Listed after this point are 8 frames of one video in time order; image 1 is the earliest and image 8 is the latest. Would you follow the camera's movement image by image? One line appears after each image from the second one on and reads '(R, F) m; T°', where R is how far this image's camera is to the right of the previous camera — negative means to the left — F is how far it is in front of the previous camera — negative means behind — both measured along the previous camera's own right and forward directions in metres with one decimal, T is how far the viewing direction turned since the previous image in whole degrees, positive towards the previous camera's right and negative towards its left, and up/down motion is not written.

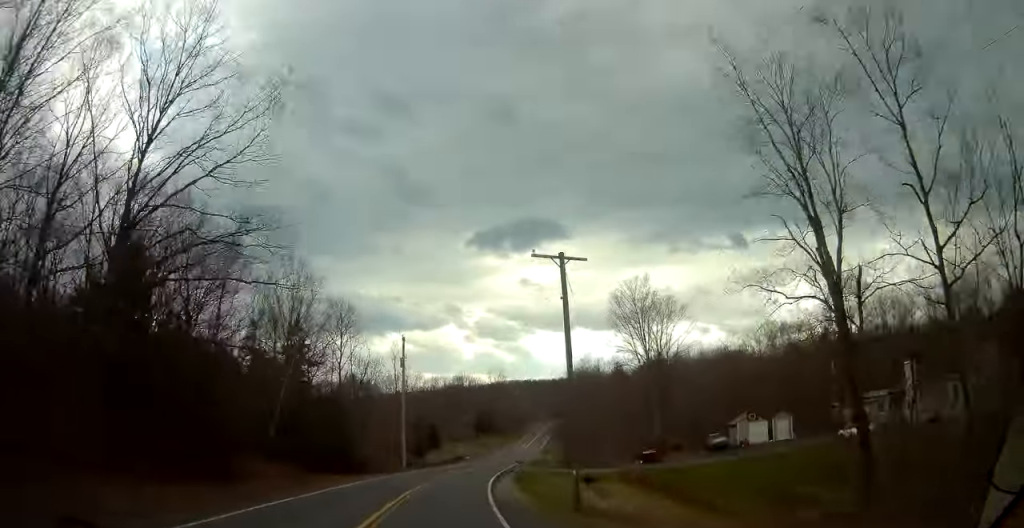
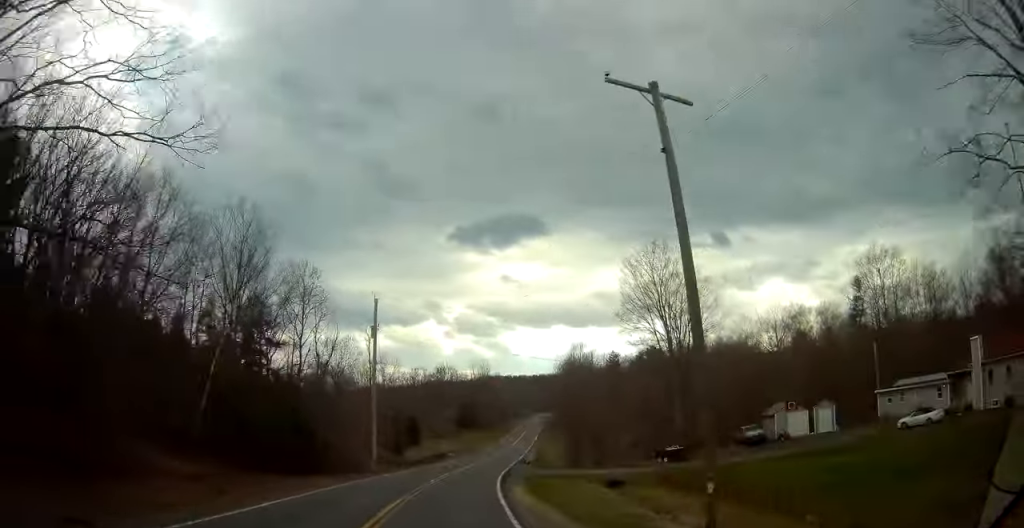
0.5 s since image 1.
(0.0, +11.8) m; +2°
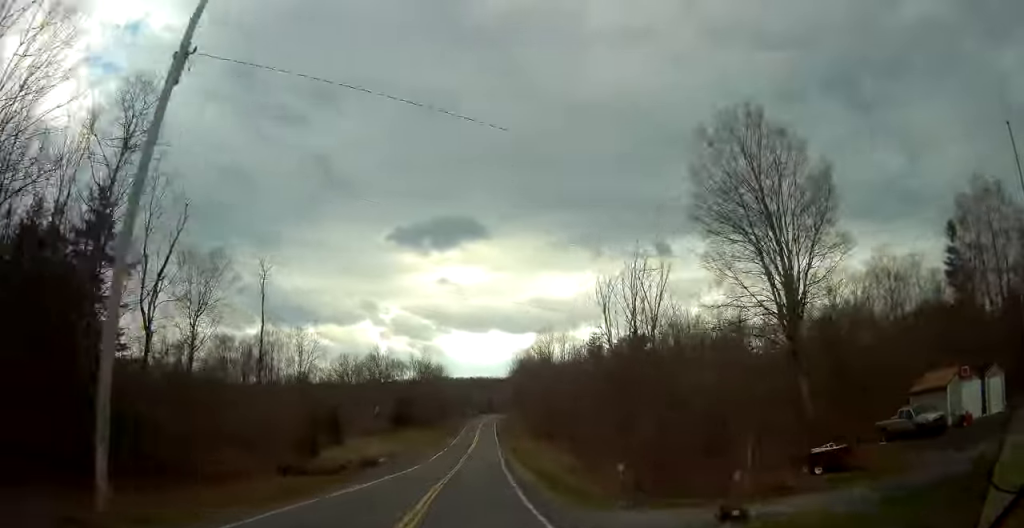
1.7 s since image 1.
(+1.3, +29.3) m; +5°
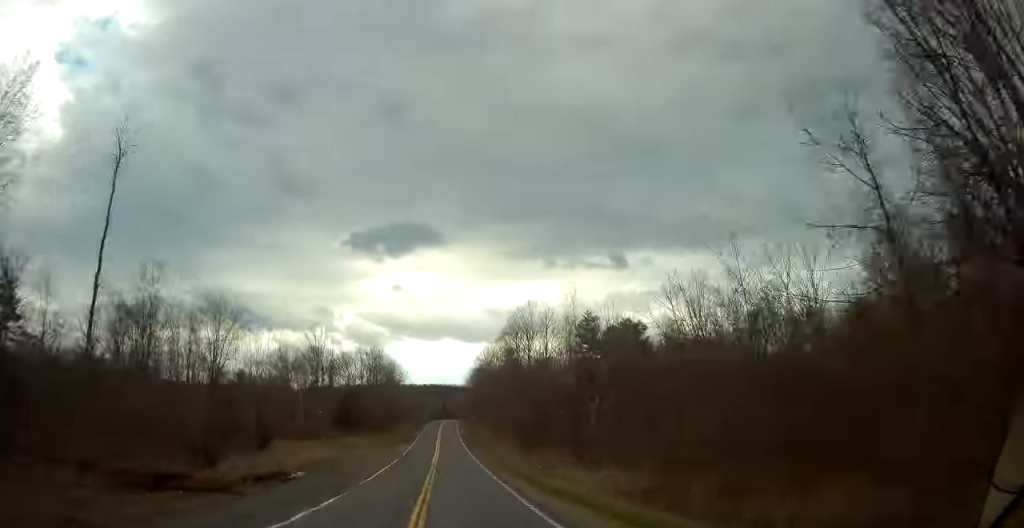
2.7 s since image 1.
(+0.6, +22.7) m; +4°
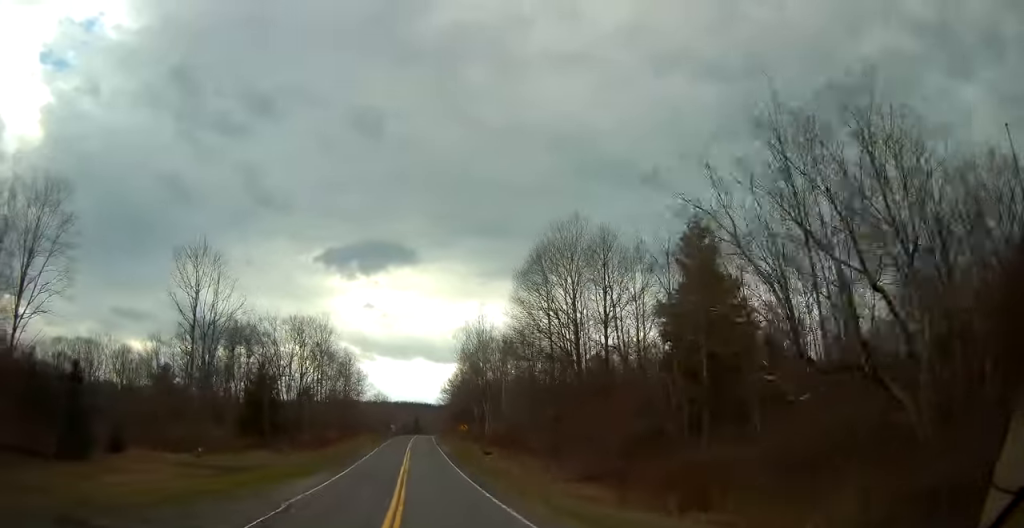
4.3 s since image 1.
(+2.8, +41.3) m; +5°
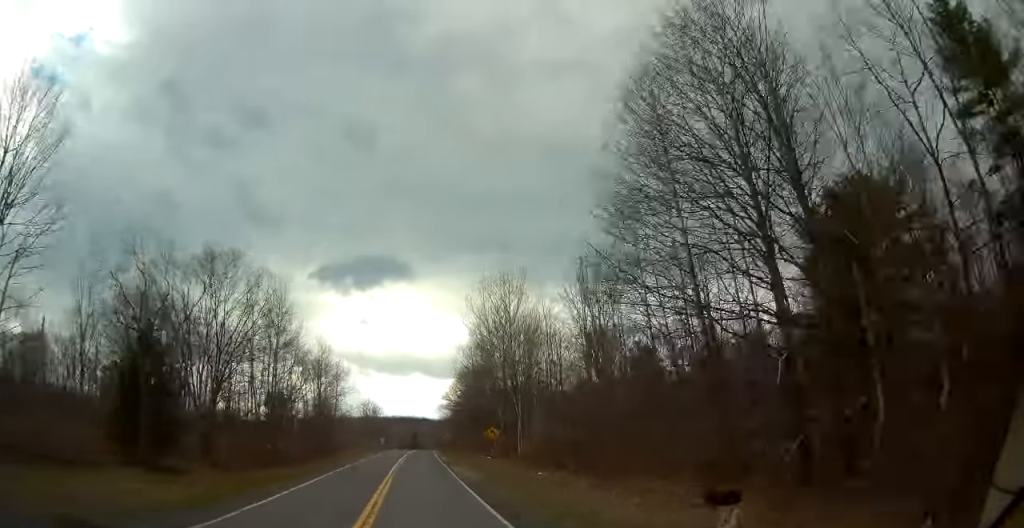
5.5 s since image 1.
(0.0, +29.3) m; -1°
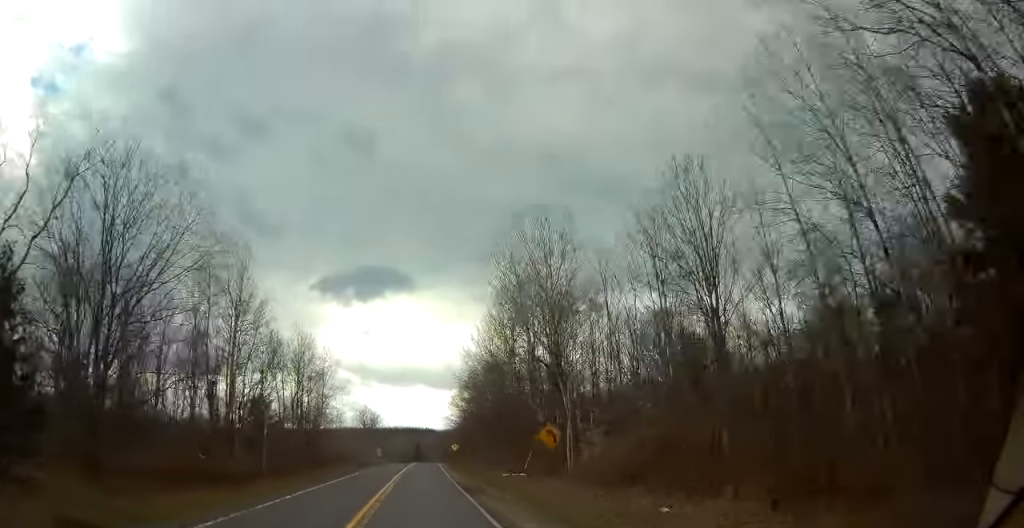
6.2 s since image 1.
(-0.2, +17.7) m; -1°
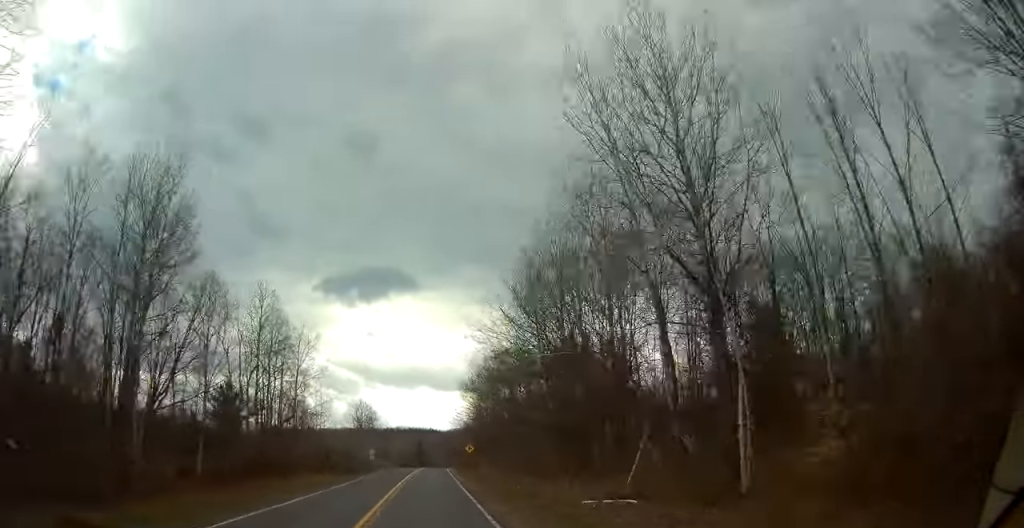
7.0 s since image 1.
(-0.1, +21.0) m; 0°
